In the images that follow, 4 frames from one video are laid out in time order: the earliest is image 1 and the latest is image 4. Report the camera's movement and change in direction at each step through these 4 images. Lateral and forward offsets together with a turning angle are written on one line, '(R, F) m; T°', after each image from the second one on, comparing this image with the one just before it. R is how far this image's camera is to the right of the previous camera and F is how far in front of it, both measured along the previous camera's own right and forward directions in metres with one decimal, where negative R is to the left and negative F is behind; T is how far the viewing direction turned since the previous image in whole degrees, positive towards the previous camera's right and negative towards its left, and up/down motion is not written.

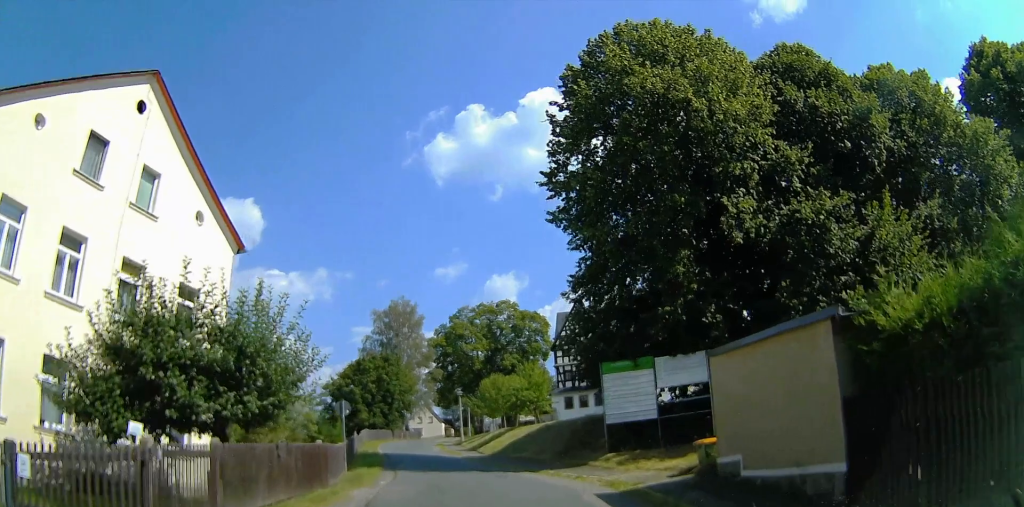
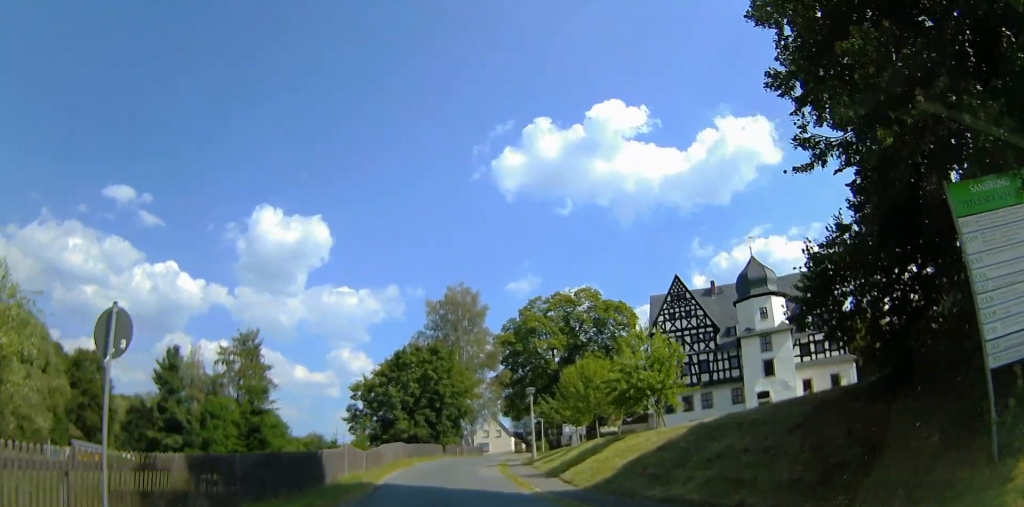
(-0.5, +18.6) m; -2°
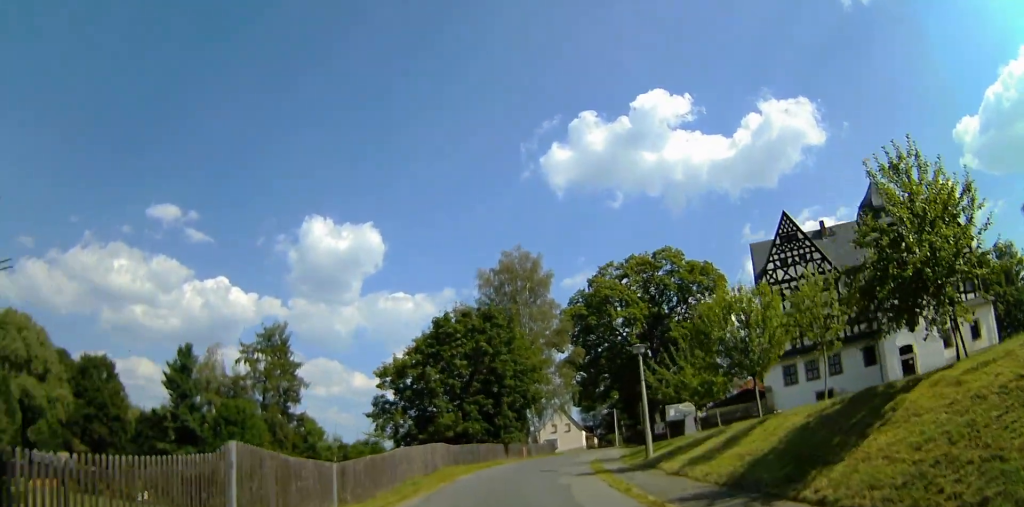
(0.0, +14.2) m; 0°
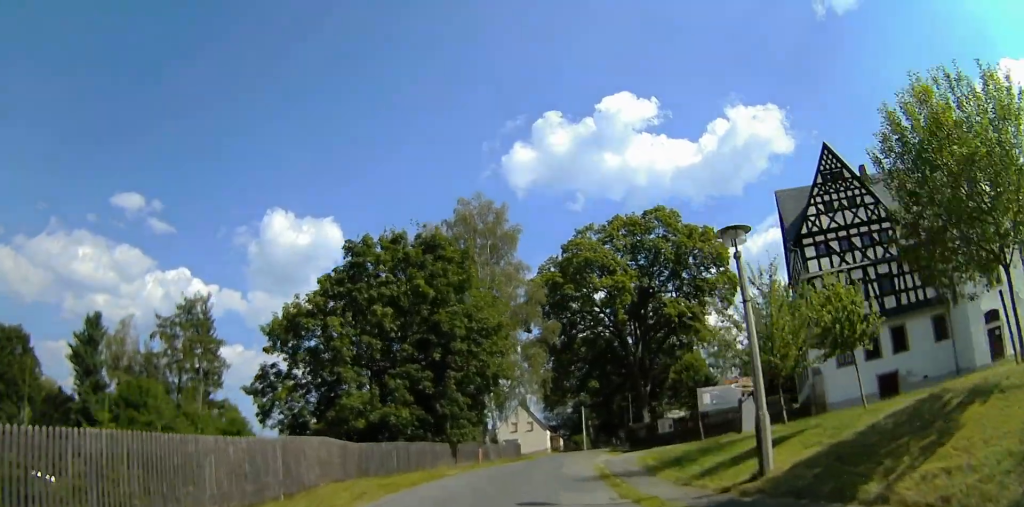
(+0.1, +9.3) m; +5°
